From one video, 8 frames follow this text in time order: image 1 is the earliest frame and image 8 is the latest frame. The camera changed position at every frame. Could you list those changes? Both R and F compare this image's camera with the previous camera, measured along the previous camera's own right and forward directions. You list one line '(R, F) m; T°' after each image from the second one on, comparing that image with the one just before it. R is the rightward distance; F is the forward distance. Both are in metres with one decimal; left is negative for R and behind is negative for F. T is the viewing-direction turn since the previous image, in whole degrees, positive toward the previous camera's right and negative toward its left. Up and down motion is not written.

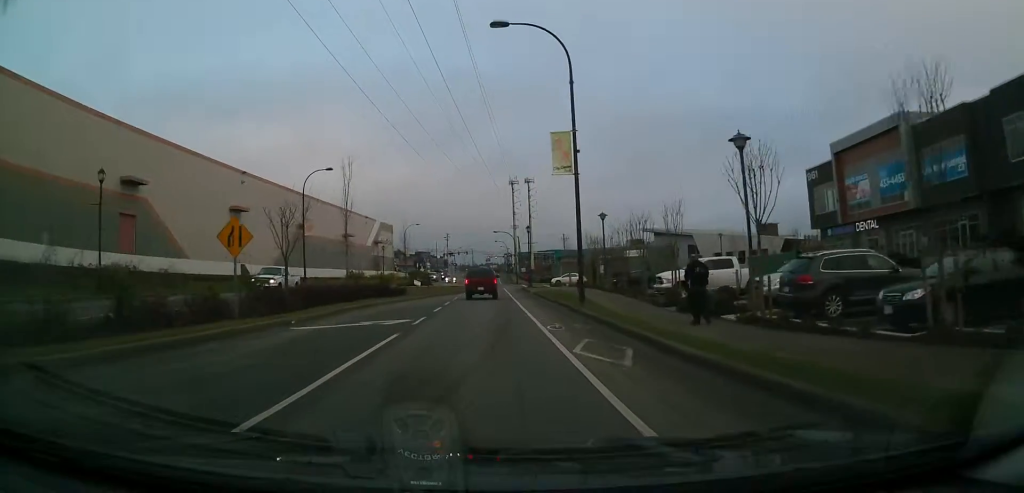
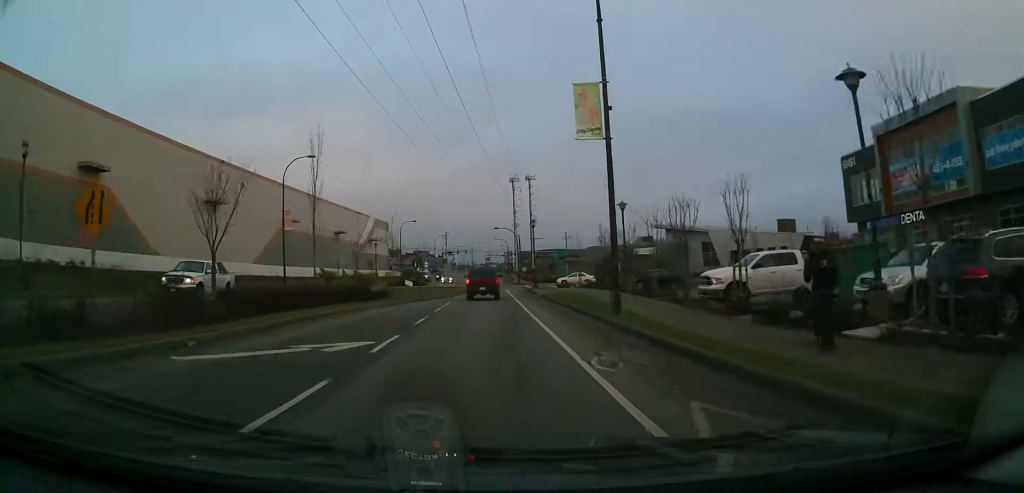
(0.0, +6.2) m; -1°
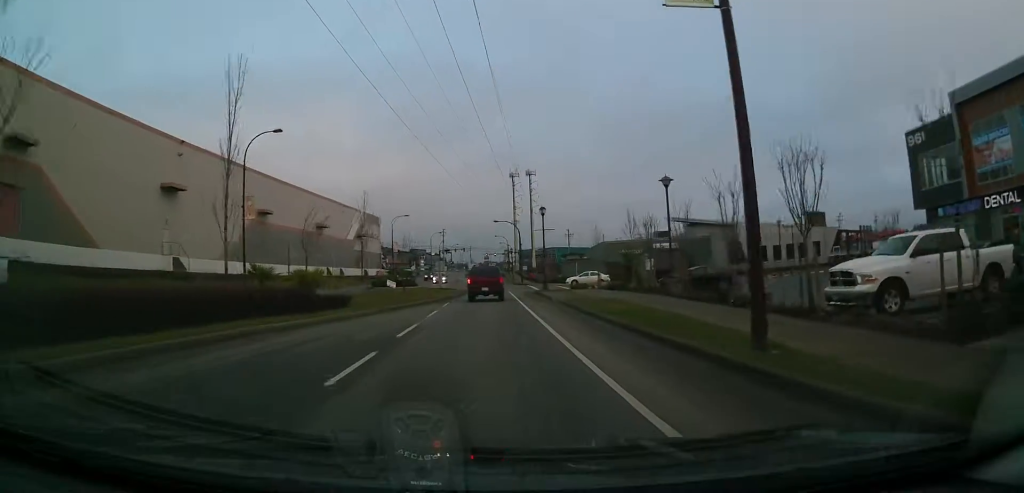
(+0.1, +9.3) m; -2°
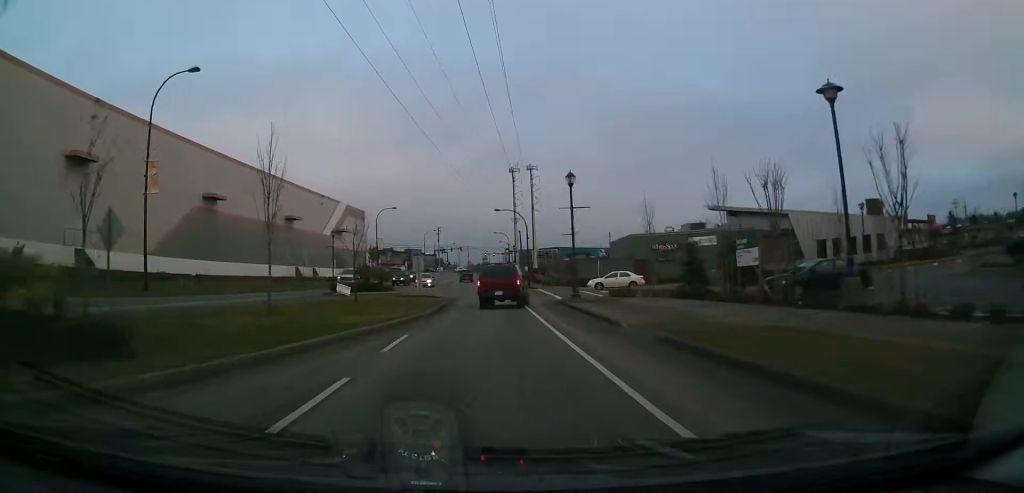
(-0.4, +14.5) m; +2°
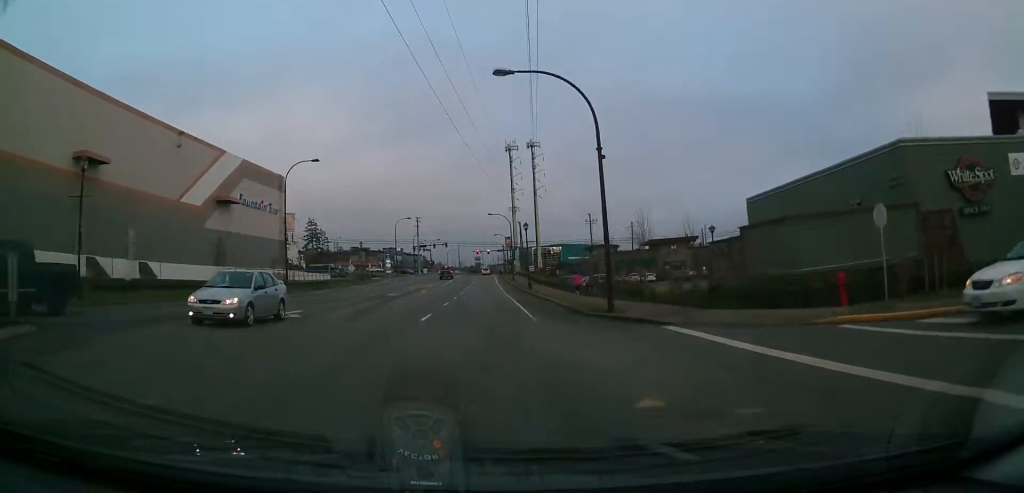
(+1.3, +41.8) m; +2°
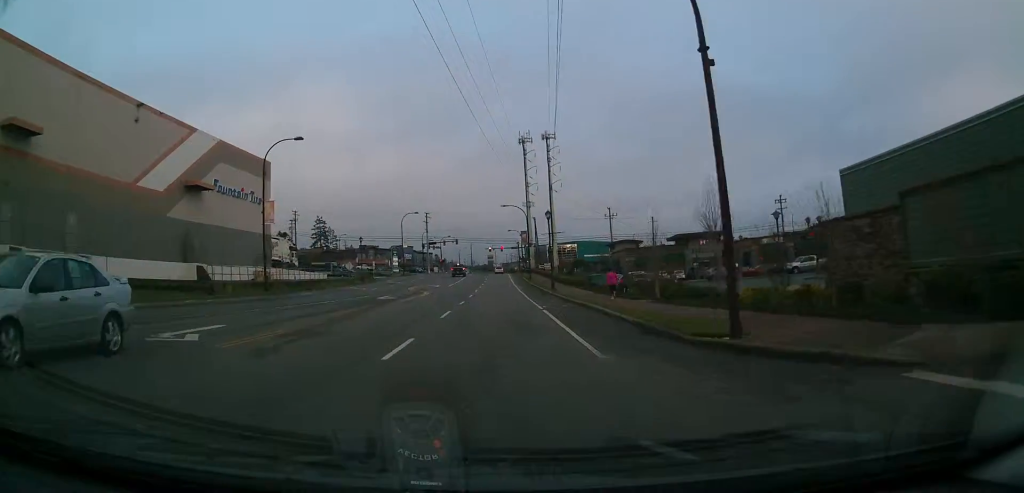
(+0.4, +8.5) m; -2°
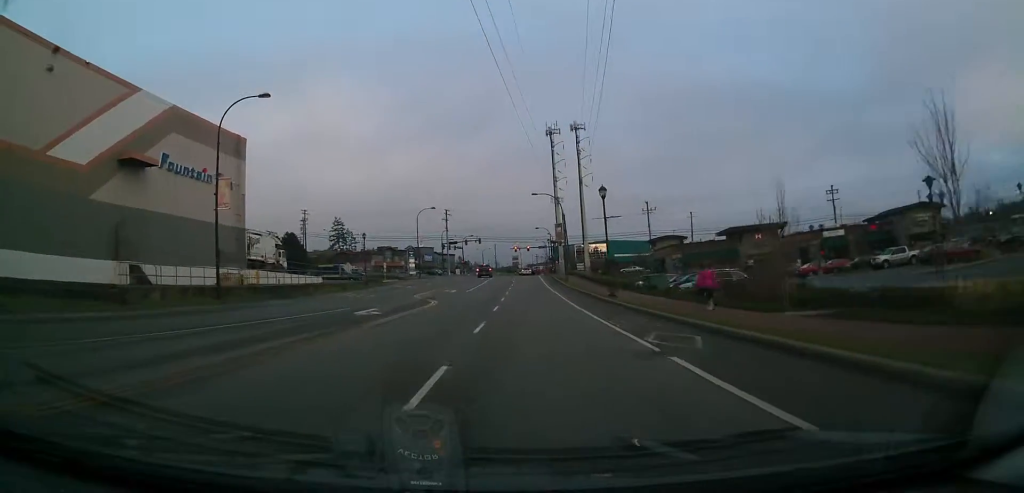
(-0.9, +12.5) m; -4°
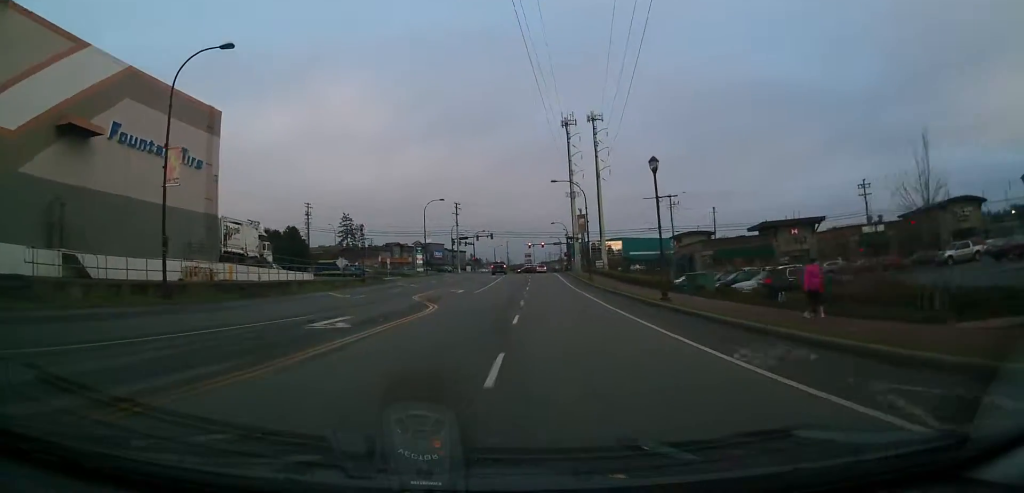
(-0.1, +7.6) m; -1°
